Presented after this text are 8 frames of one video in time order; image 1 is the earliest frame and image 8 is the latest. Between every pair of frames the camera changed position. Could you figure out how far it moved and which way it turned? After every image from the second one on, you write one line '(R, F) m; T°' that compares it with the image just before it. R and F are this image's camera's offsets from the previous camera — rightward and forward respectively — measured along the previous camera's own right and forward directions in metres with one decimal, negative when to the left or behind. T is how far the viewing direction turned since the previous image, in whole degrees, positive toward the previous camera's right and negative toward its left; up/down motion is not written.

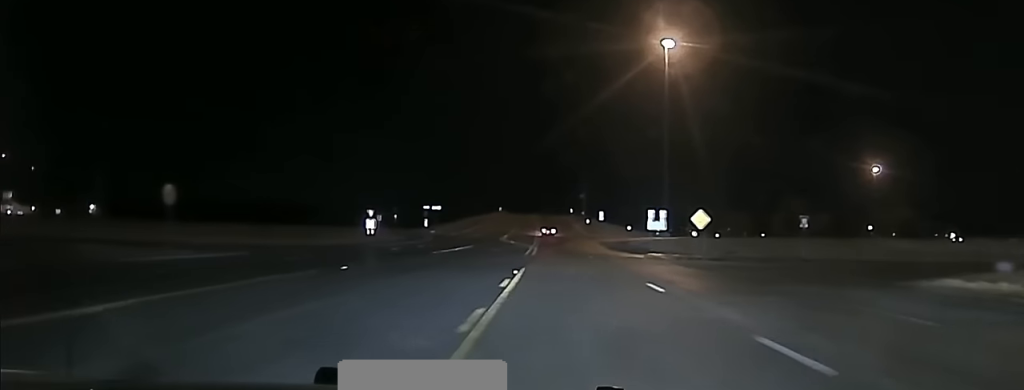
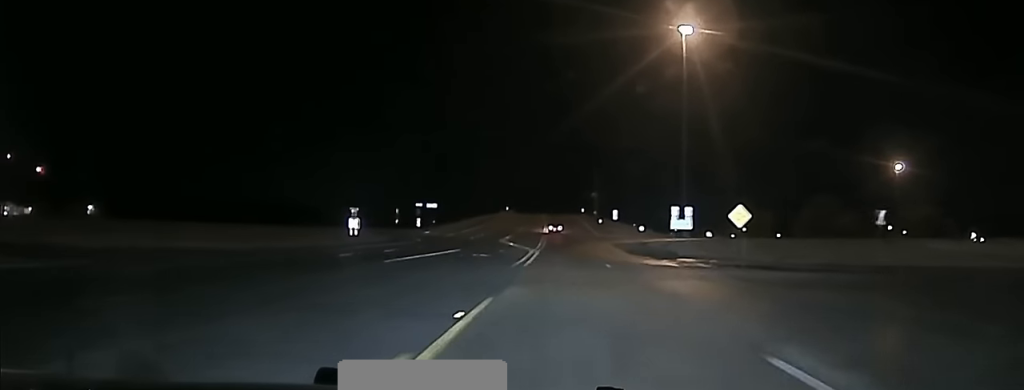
(-0.1, +15.6) m; -1°
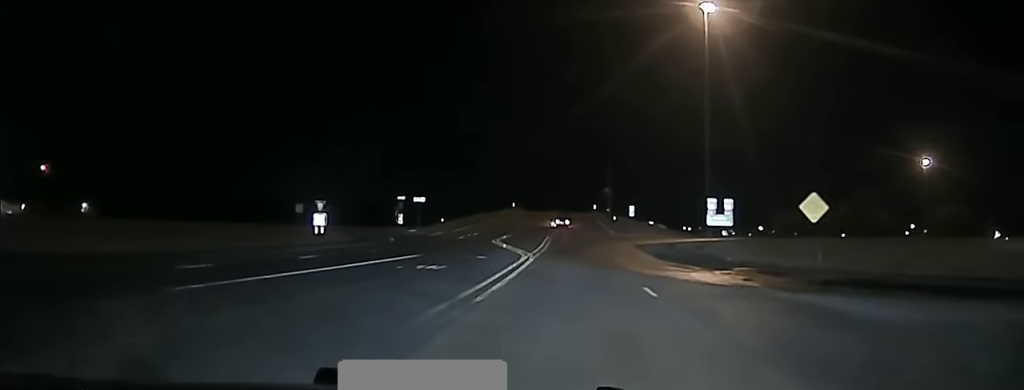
(-0.2, +18.8) m; -1°
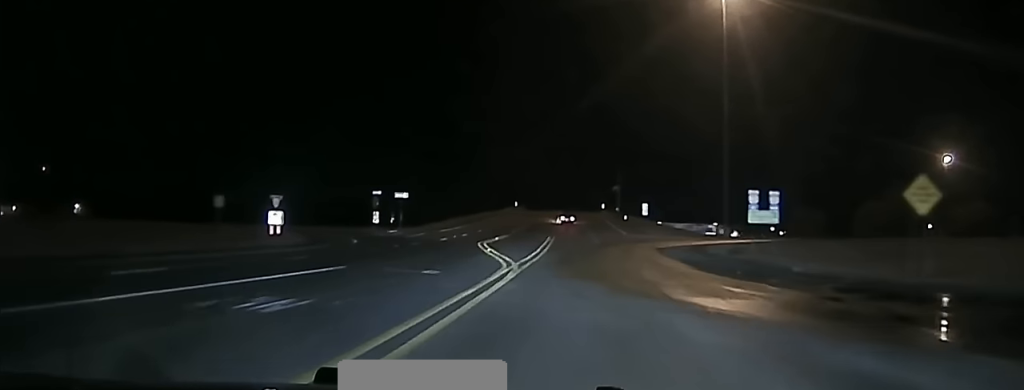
(0.0, +15.7) m; 0°
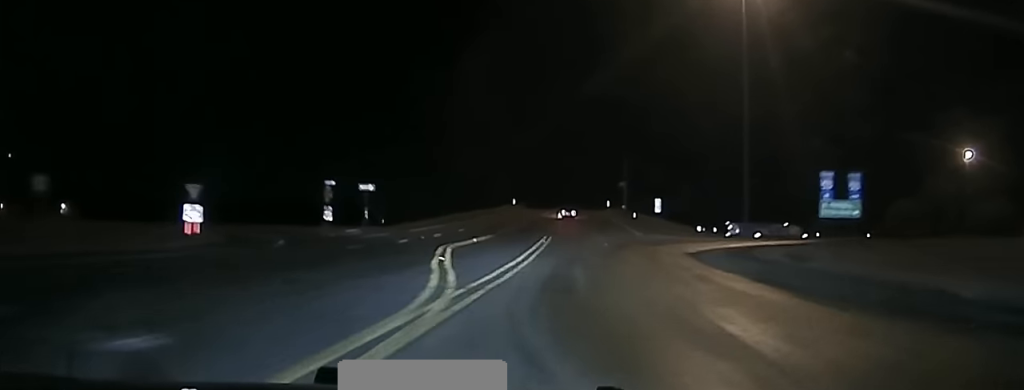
(0.0, +17.3) m; 0°
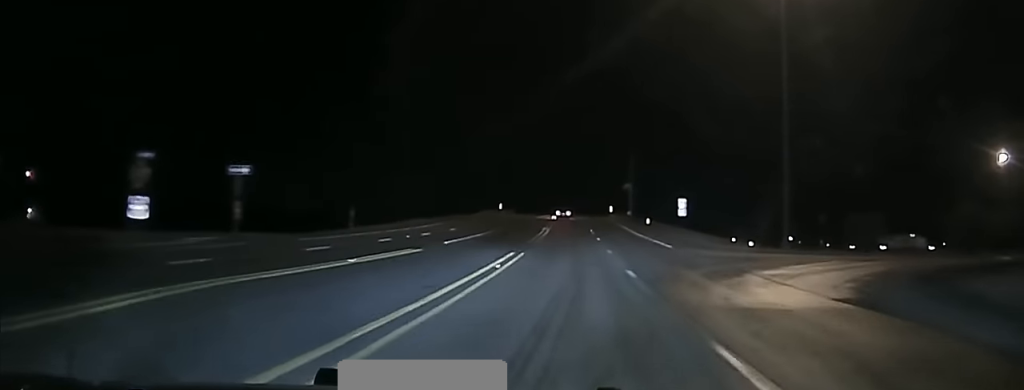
(0.0, +30.6) m; 0°
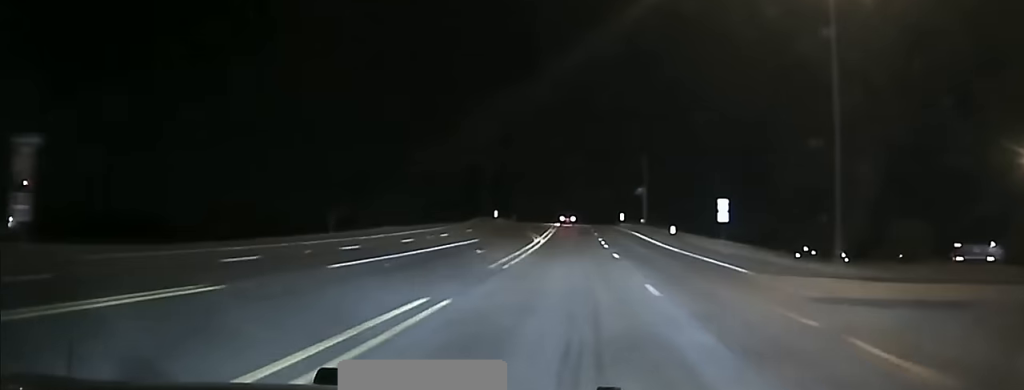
(-0.1, +22.4) m; 0°
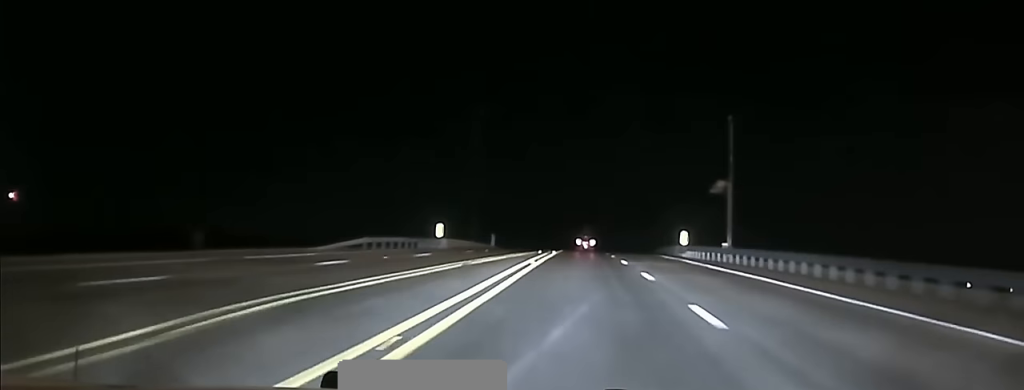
(+0.3, +70.1) m; 0°
